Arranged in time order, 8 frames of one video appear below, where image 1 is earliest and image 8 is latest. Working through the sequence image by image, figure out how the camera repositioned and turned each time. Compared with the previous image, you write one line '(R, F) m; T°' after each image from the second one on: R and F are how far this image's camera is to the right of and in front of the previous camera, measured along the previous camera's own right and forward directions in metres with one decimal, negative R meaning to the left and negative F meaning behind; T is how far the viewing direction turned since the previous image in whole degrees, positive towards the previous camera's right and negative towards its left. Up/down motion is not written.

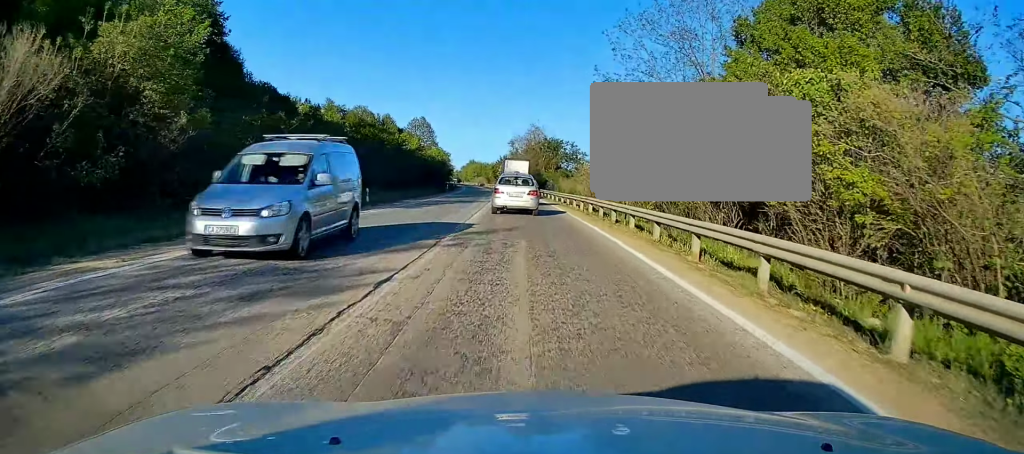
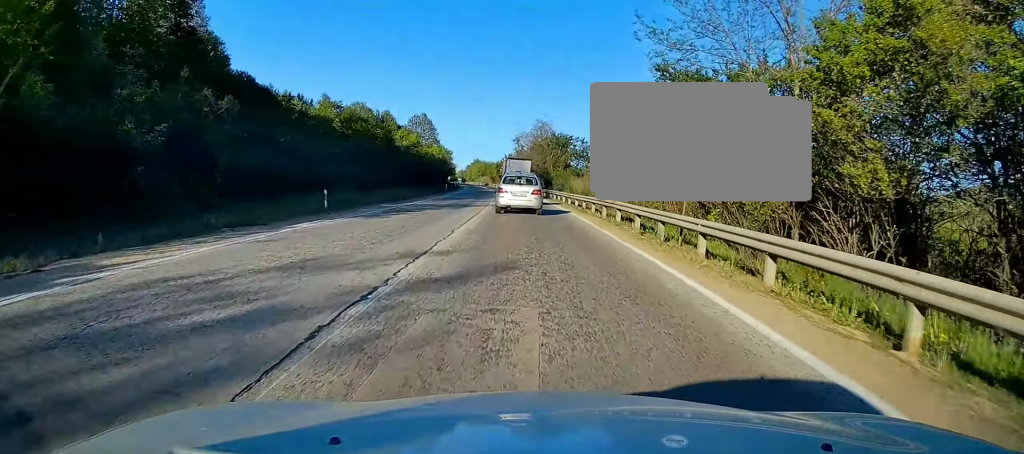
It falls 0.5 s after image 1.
(0.0, +7.6) m; 0°
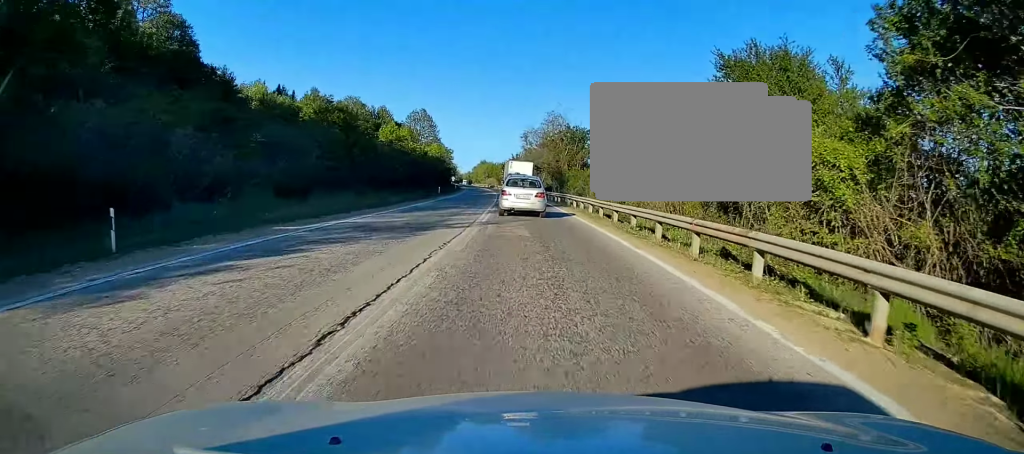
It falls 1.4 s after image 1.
(-0.1, +13.7) m; -1°
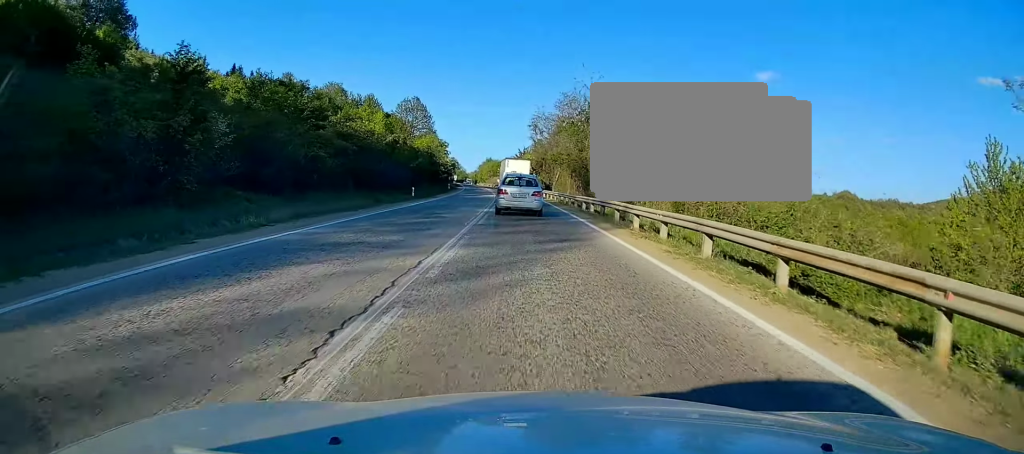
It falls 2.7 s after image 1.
(-0.5, +19.7) m; -1°
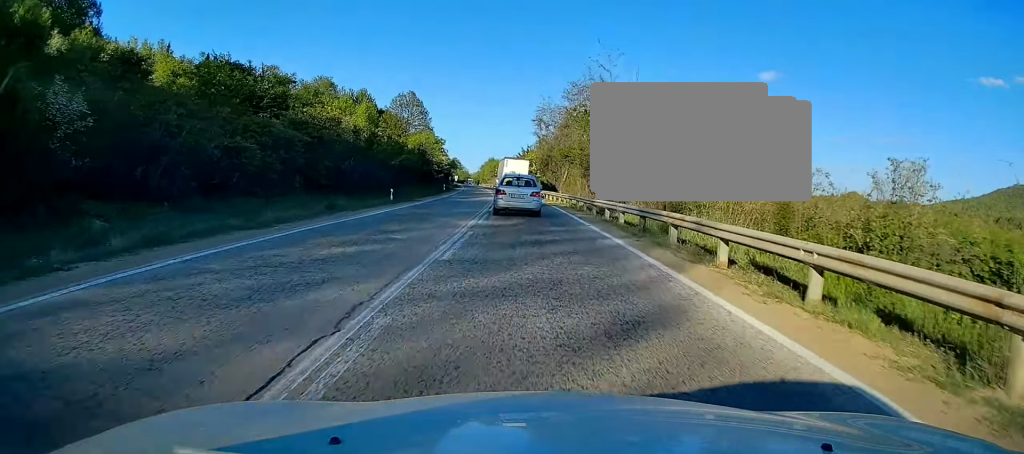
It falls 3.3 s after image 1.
(-0.1, +8.6) m; +1°
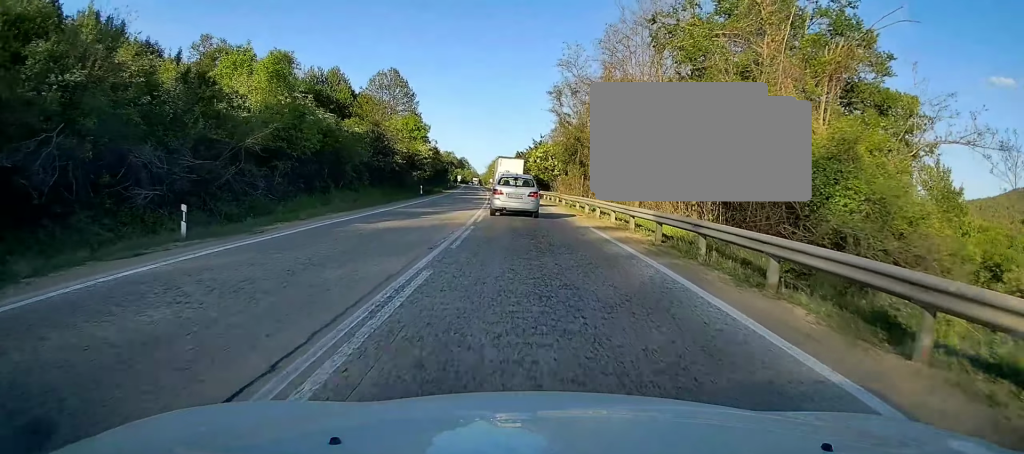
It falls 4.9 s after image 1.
(+0.4, +25.1) m; 0°
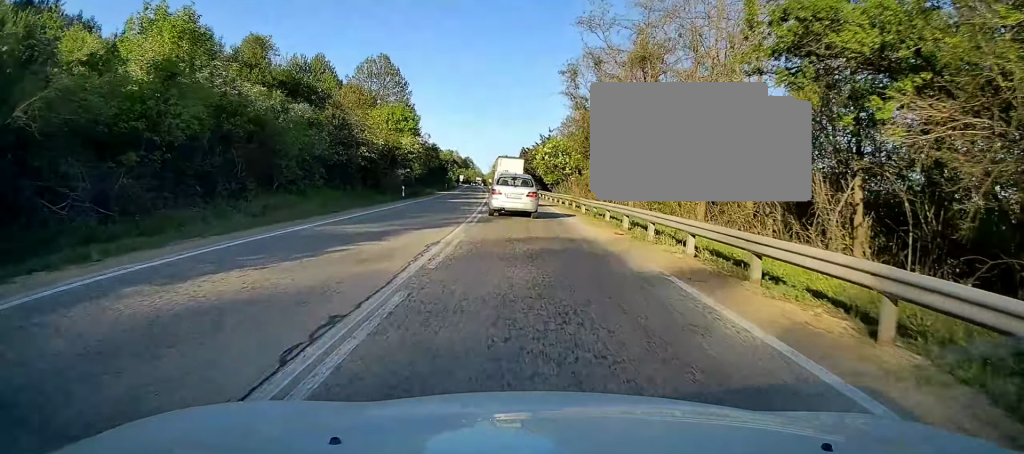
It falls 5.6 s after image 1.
(-0.2, +10.8) m; -1°
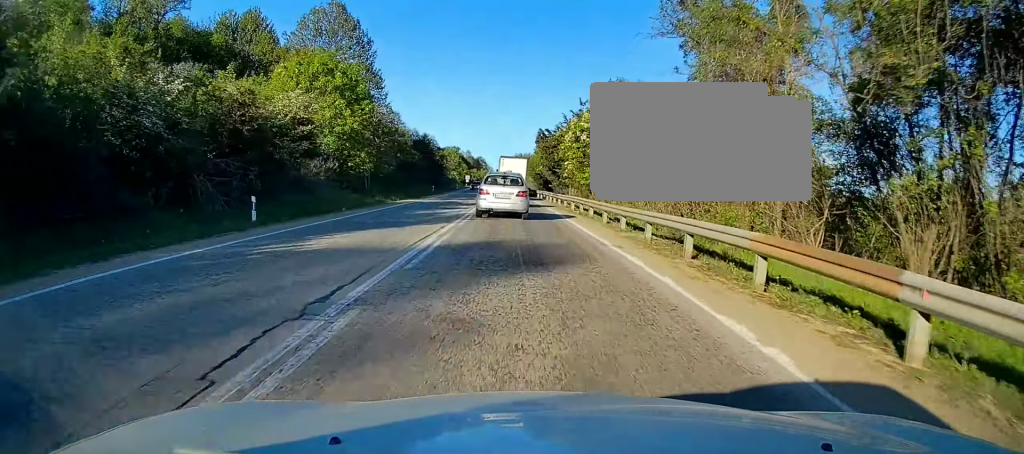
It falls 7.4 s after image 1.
(-0.1, +27.6) m; 0°
